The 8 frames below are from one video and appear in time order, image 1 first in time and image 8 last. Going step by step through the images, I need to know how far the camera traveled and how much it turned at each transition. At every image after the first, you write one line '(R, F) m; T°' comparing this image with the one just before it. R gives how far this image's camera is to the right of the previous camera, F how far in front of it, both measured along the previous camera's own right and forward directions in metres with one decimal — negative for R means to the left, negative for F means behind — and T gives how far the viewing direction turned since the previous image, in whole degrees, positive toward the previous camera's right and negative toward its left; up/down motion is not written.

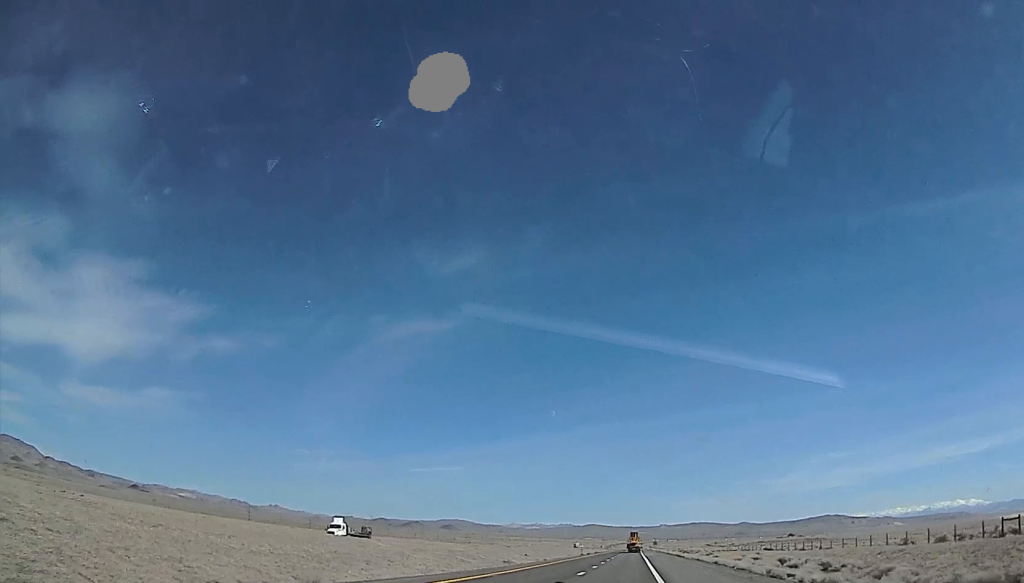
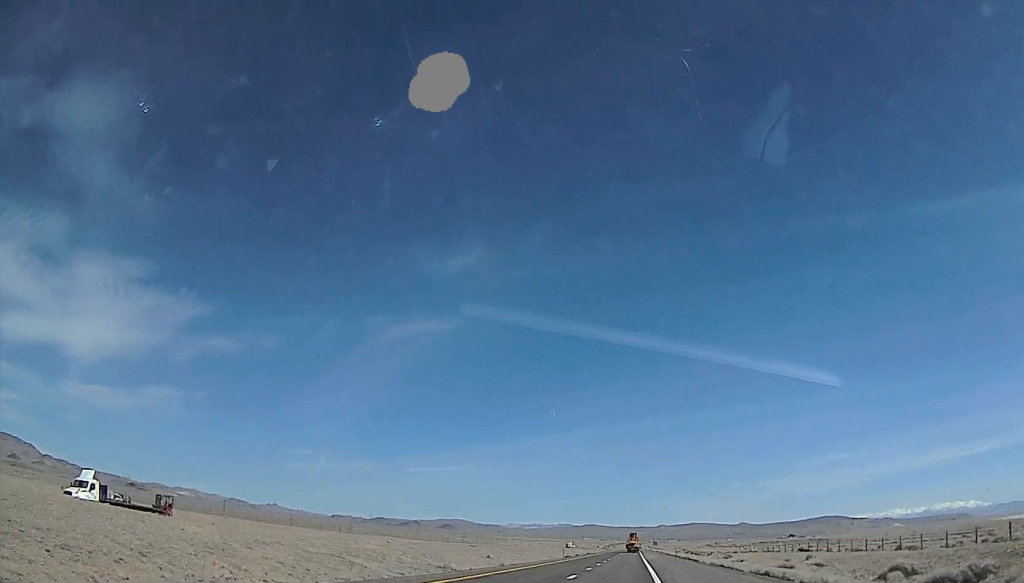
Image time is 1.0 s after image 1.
(+0.1, +29.0) m; 0°
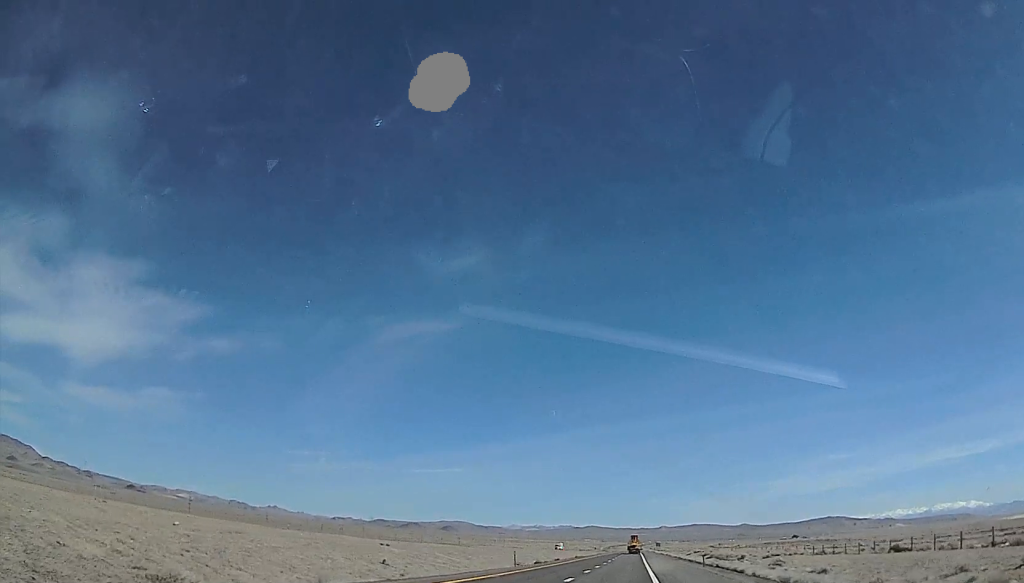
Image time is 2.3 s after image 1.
(0.0, +37.7) m; 0°
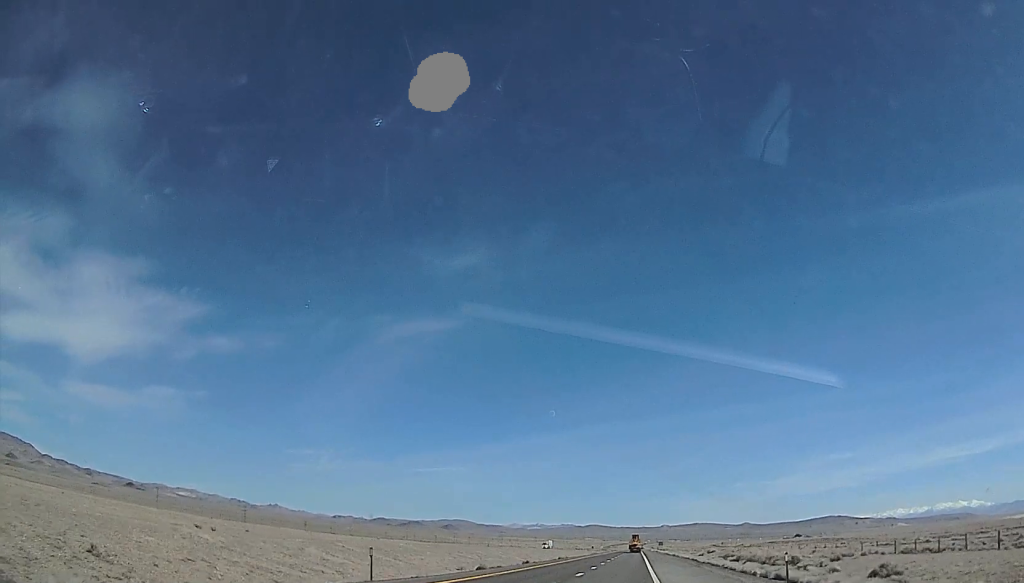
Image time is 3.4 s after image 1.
(+0.1, +30.9) m; 0°
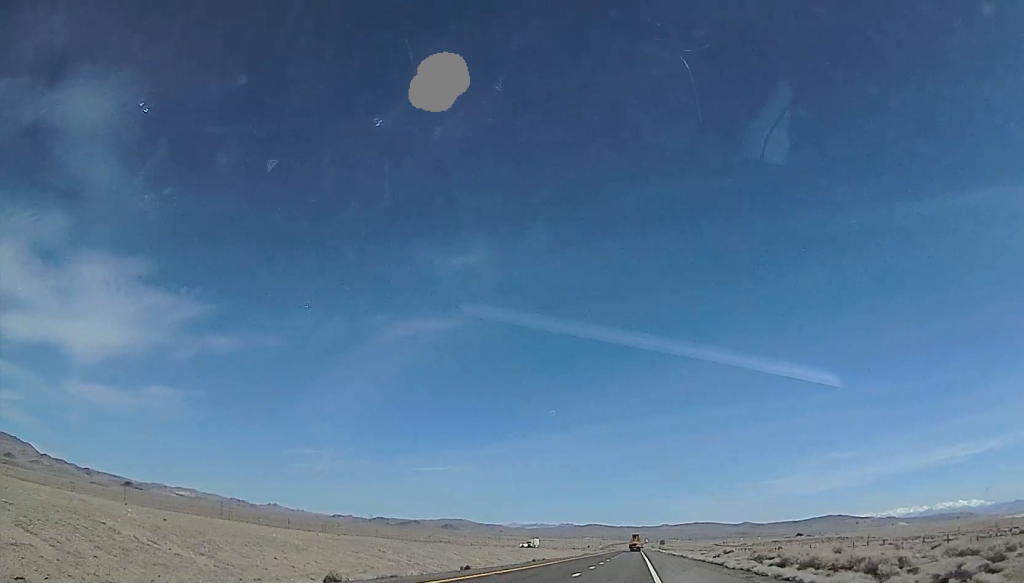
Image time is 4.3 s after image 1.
(+0.2, +27.0) m; -1°
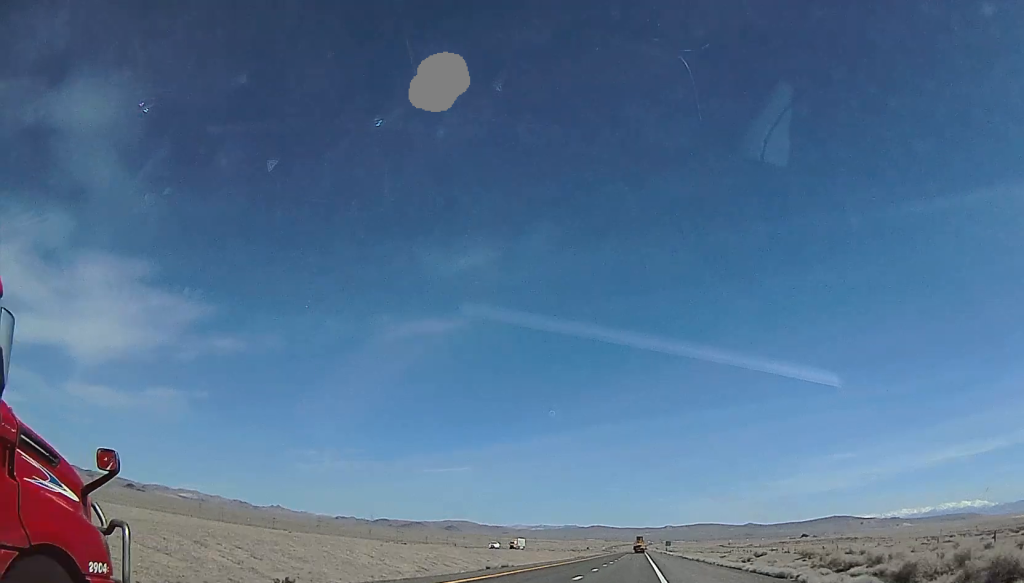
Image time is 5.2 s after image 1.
(-0.5, +27.2) m; -3°
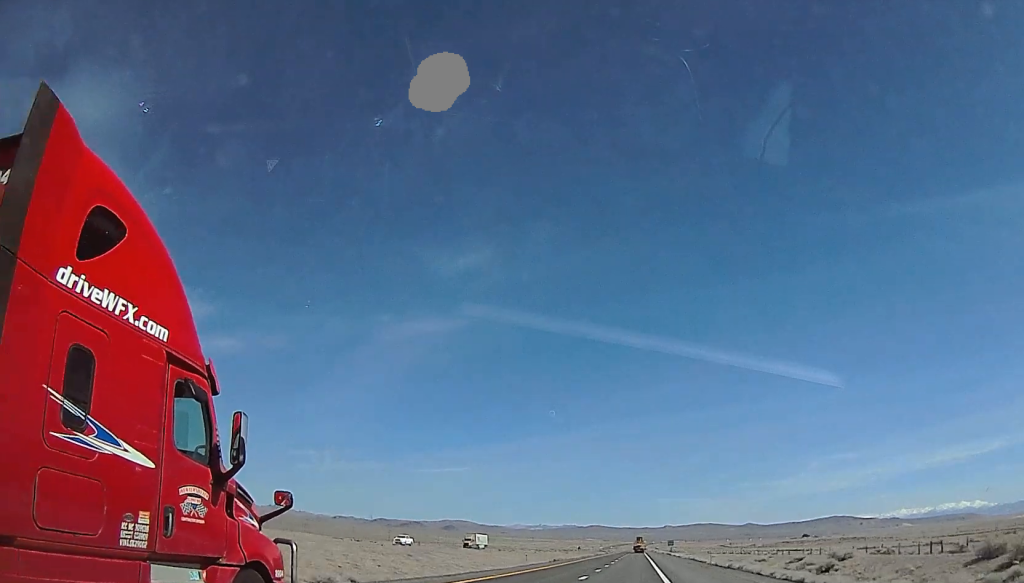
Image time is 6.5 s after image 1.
(-0.6, +35.7) m; +1°
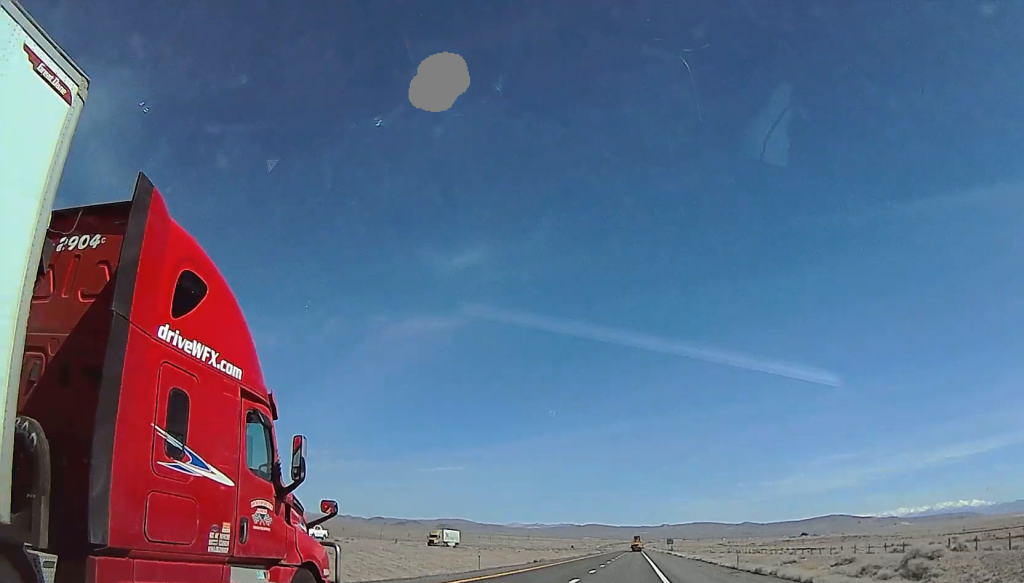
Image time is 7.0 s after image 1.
(+0.5, +16.4) m; +2°
